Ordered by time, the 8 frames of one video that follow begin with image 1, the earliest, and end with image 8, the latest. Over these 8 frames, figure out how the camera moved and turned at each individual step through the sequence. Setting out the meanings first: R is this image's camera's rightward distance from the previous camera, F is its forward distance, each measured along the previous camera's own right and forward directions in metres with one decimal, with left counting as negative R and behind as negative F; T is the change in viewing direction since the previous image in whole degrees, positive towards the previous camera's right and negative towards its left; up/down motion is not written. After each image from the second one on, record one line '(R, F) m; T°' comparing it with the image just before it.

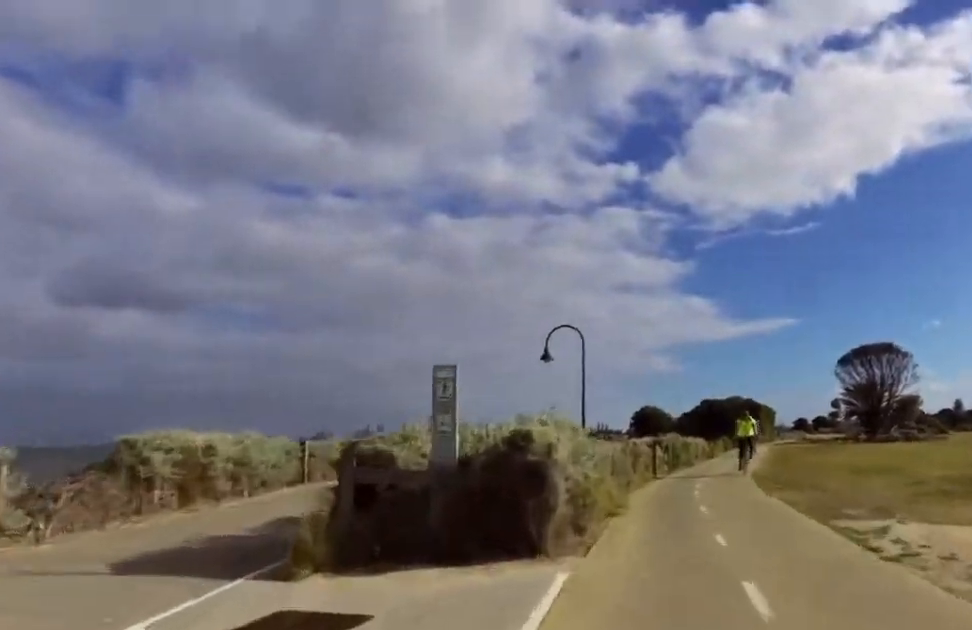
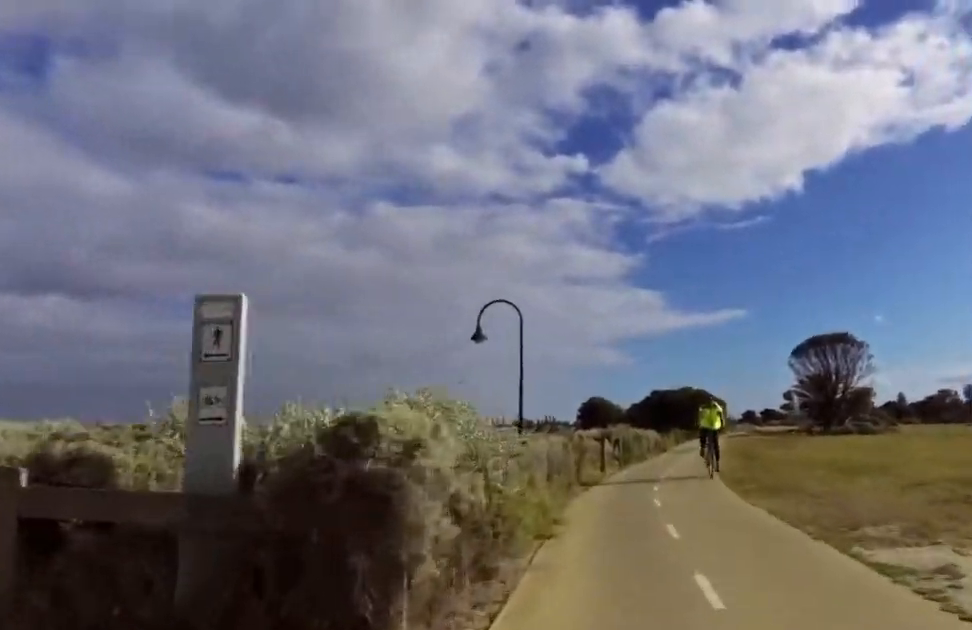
(+0.3, +3.0) m; 0°
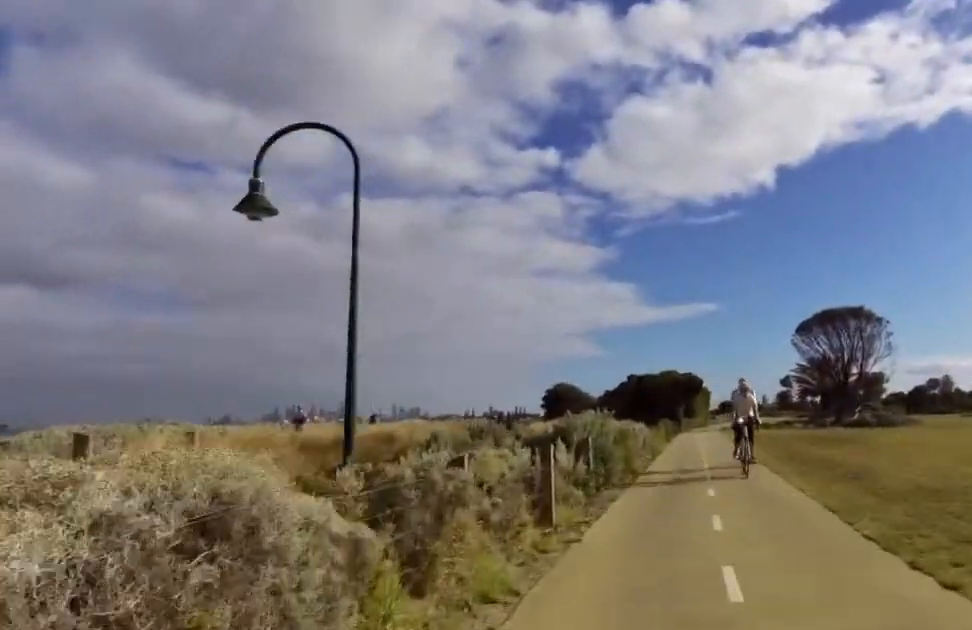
(-0.7, +11.1) m; -5°
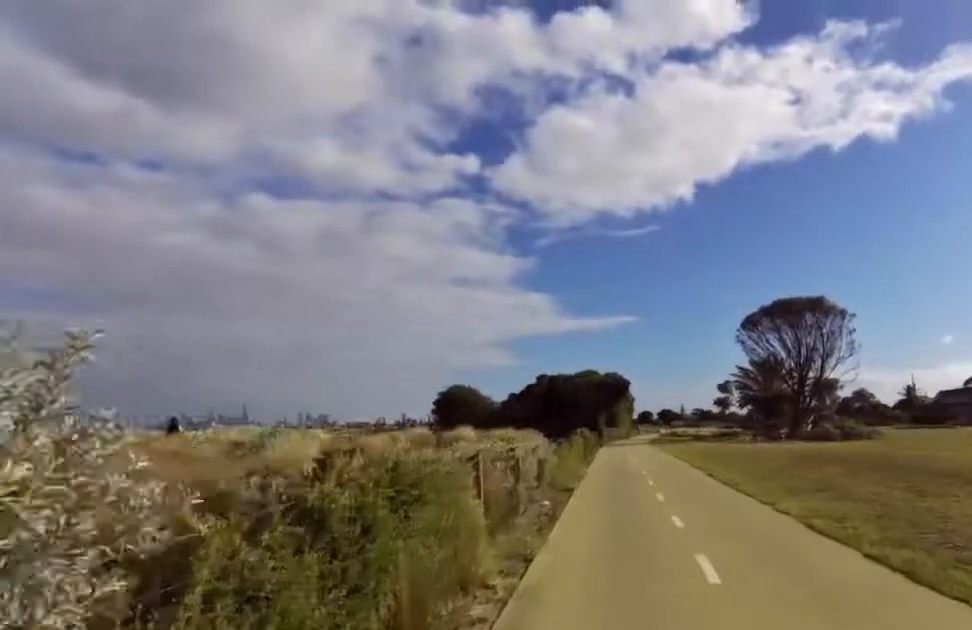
(+0.9, +10.9) m; +11°
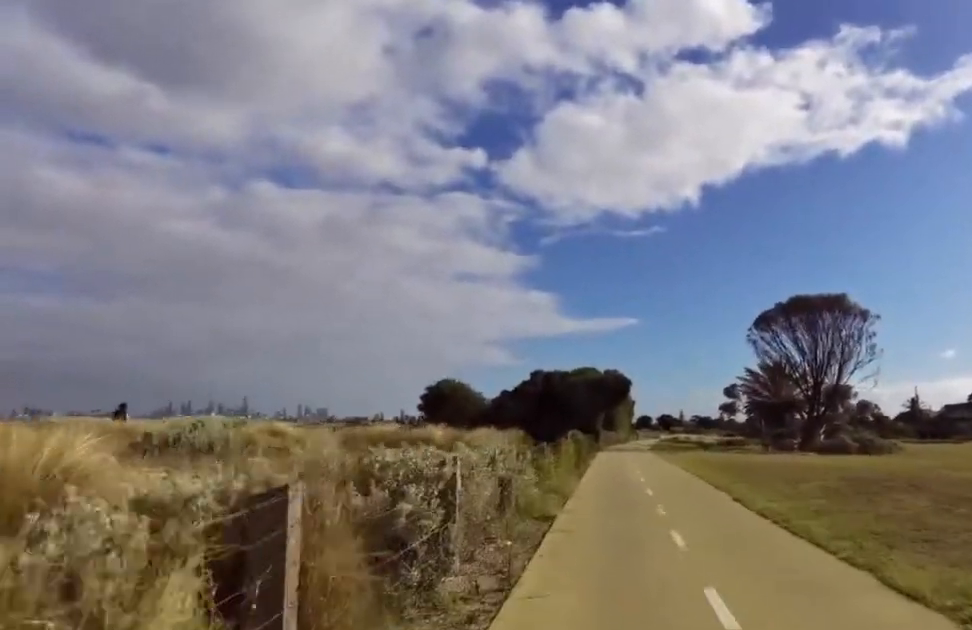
(+0.1, +3.6) m; +3°
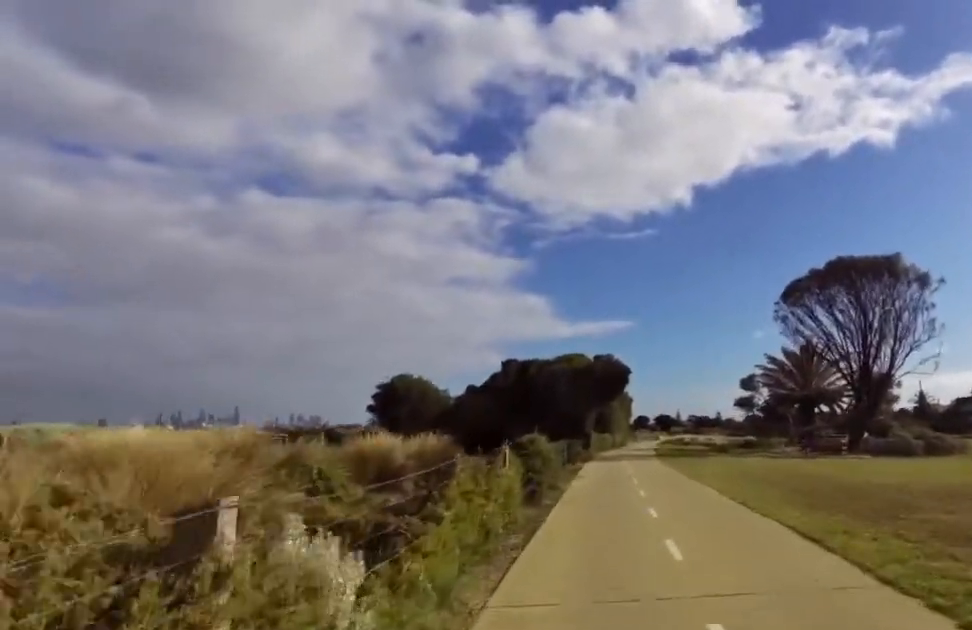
(+0.2, +9.7) m; 0°
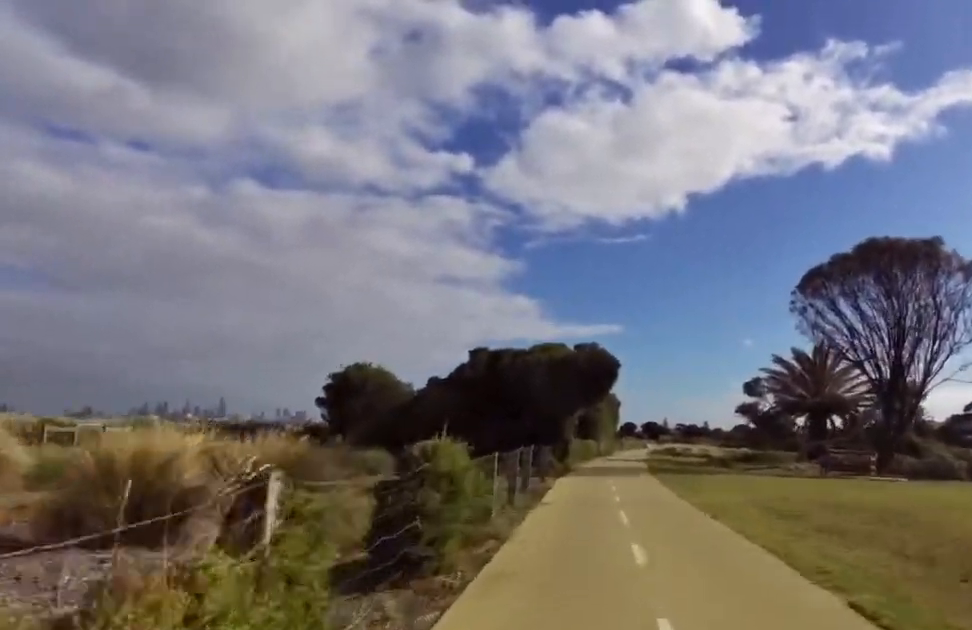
(-0.3, +5.7) m; 0°
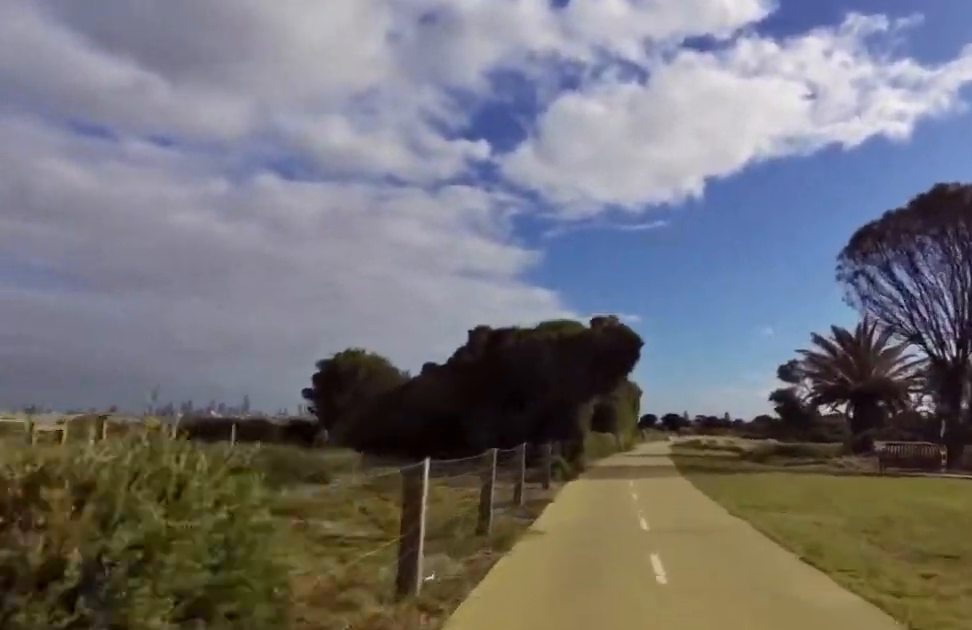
(+0.2, +4.2) m; 0°
